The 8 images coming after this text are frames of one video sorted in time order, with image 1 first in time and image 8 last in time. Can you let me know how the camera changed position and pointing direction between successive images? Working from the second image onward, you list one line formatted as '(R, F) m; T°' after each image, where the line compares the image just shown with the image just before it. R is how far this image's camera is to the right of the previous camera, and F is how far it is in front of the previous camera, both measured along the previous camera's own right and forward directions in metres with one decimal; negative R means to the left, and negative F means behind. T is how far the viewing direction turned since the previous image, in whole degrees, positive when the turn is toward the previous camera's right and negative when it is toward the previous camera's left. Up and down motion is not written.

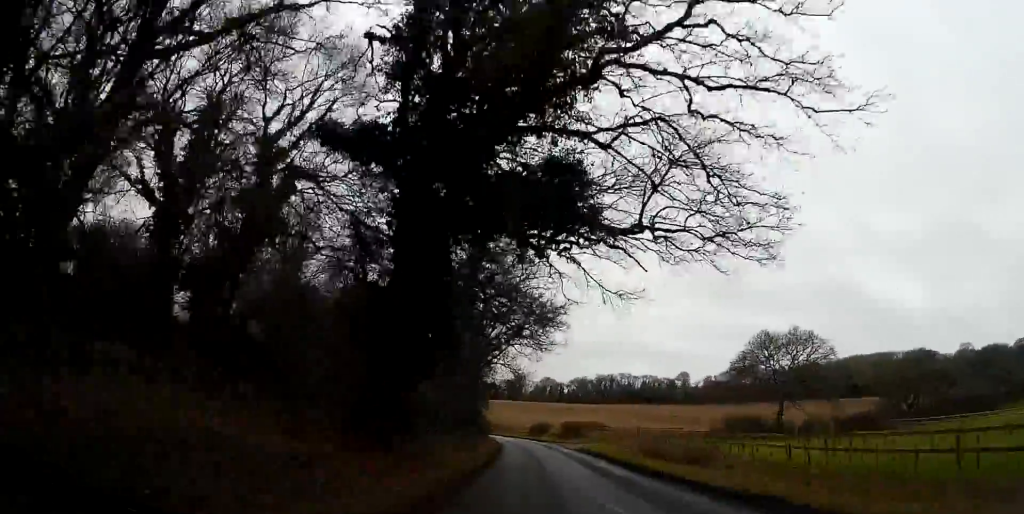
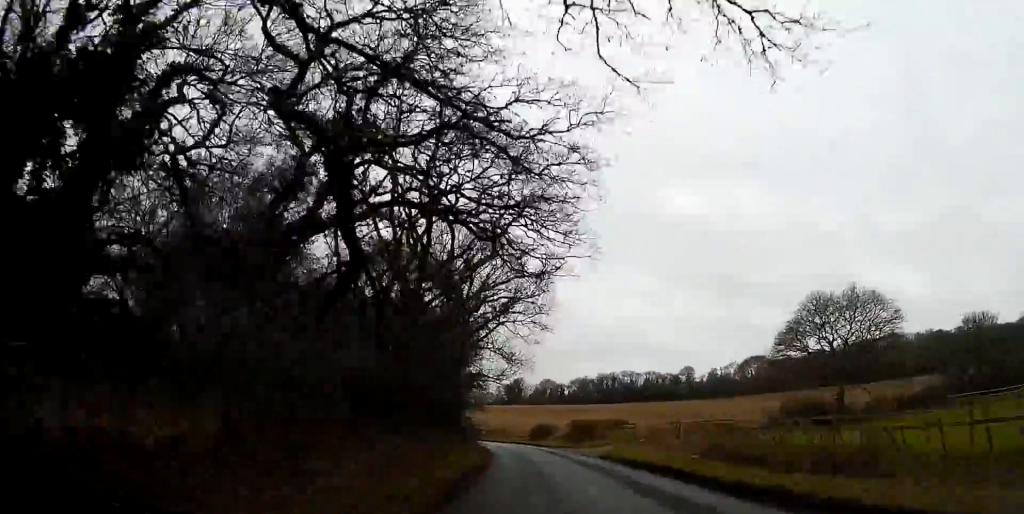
(0.0, +14.2) m; 0°
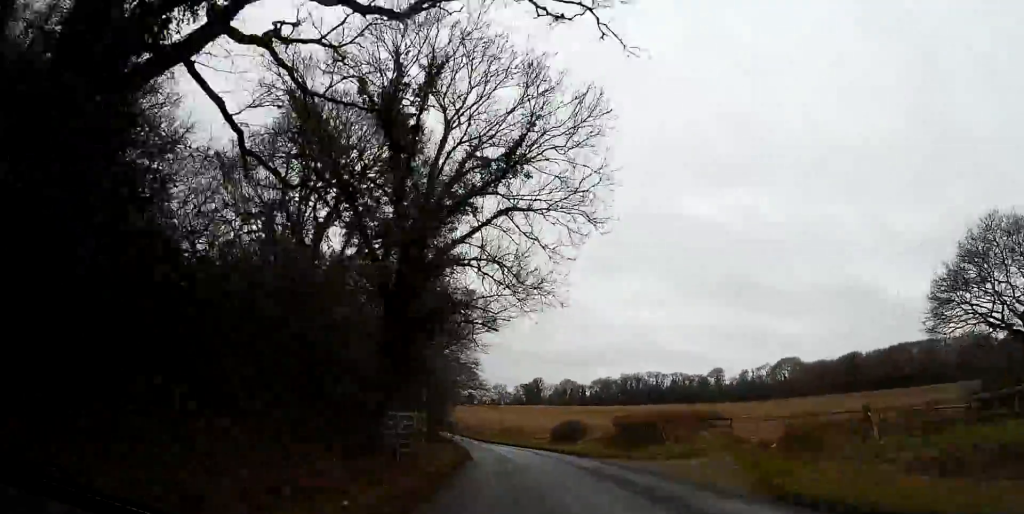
(-0.2, +22.7) m; -2°
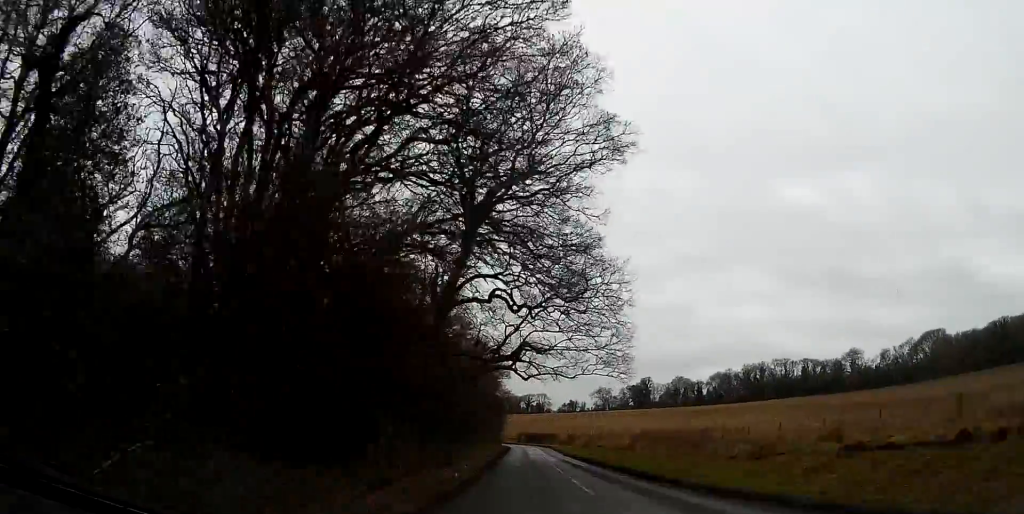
(-3.6, +55.4) m; -7°
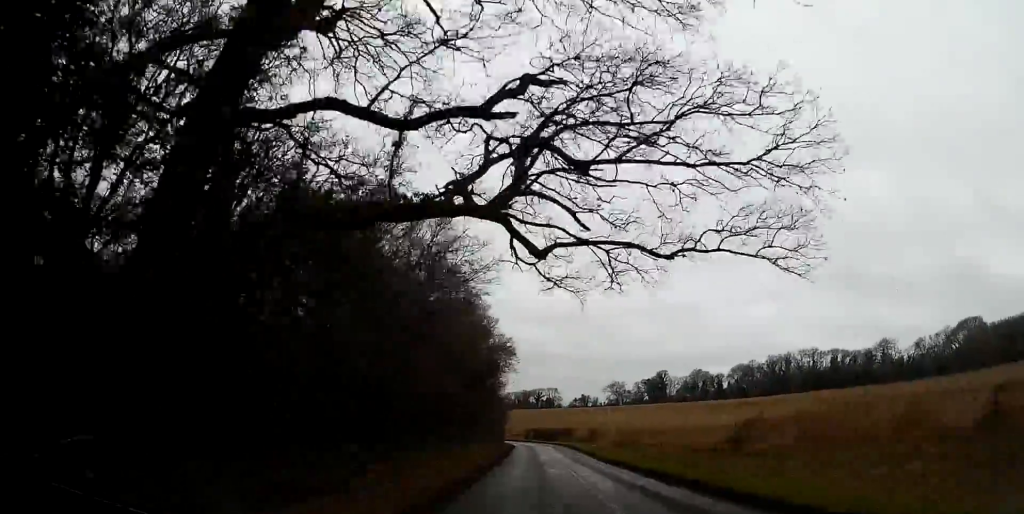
(-0.6, +23.3) m; -2°
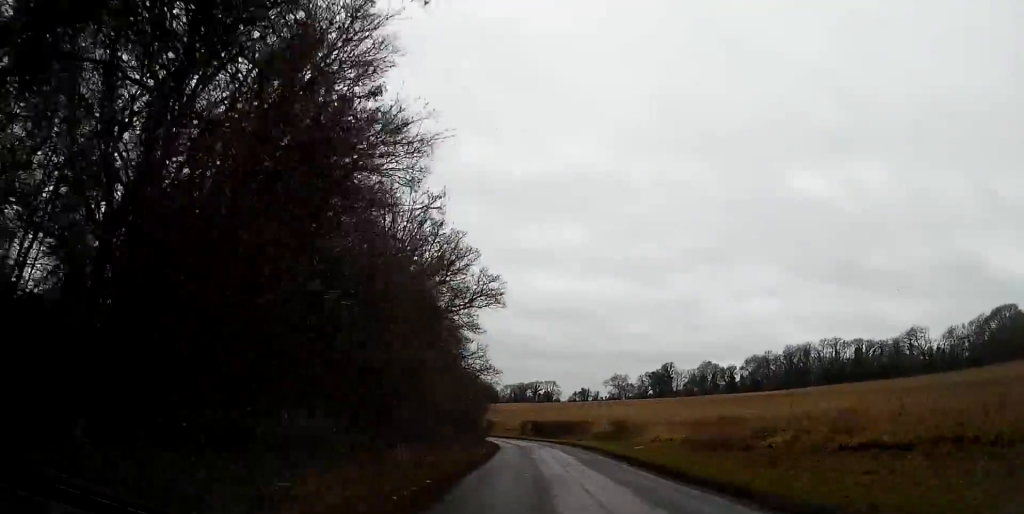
(-0.2, +27.1) m; 0°
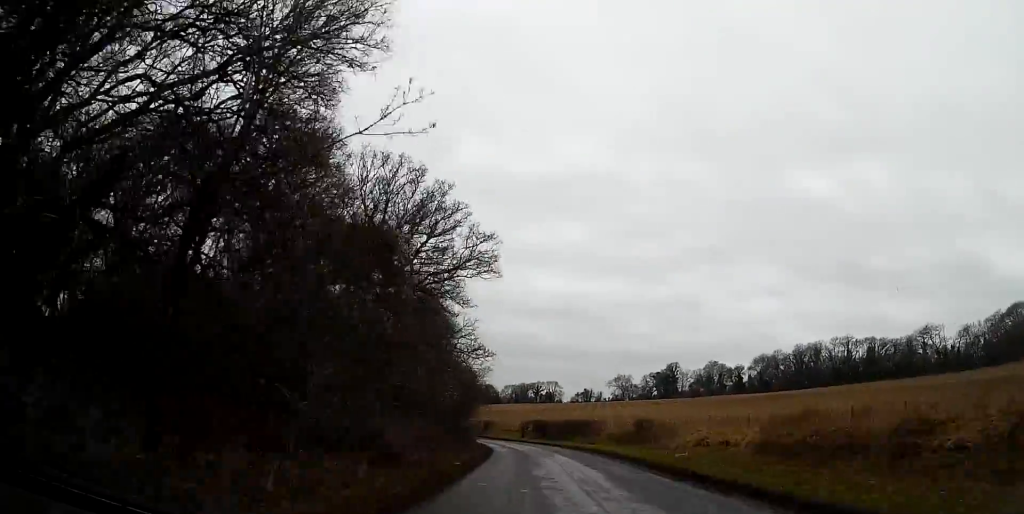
(+0.2, +10.1) m; 0°
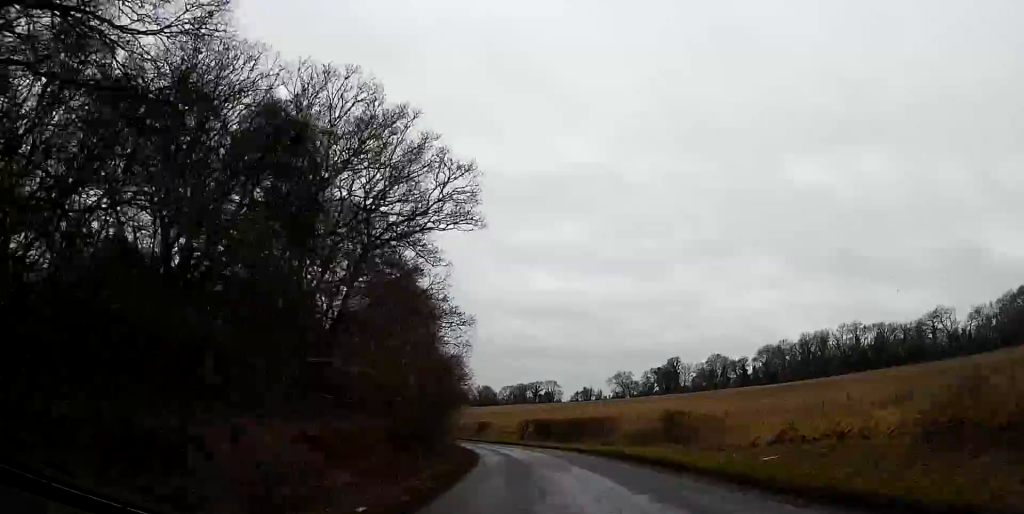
(+0.1, +10.0) m; 0°
